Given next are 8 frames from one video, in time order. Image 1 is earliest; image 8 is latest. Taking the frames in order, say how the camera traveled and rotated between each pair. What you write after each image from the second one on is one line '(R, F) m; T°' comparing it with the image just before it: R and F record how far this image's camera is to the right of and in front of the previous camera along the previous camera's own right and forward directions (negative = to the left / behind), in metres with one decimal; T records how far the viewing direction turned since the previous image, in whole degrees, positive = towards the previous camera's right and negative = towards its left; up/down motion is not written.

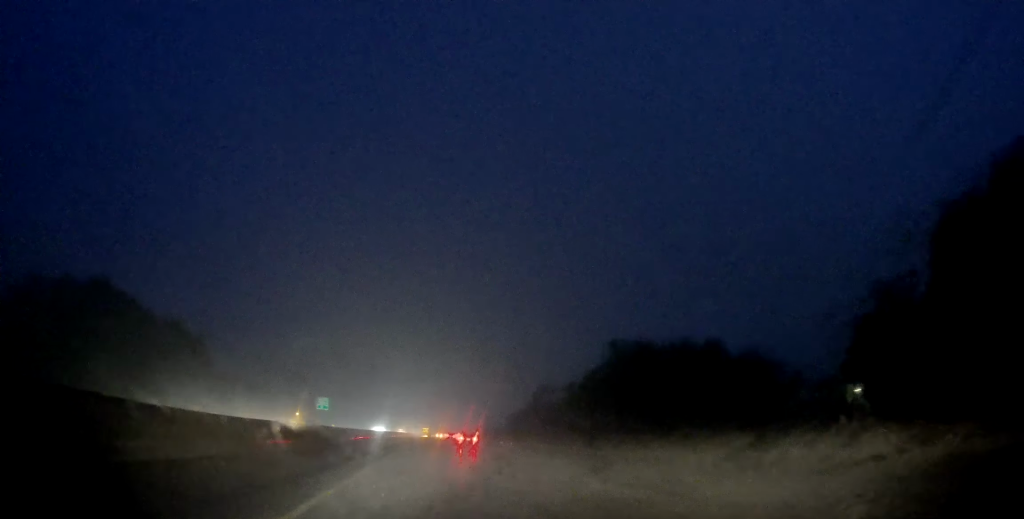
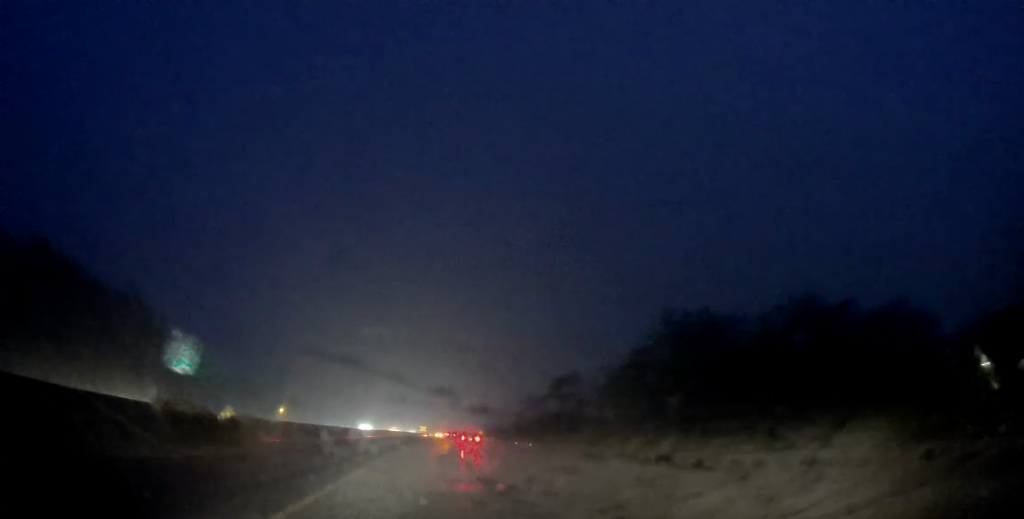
(0.0, +19.2) m; 0°
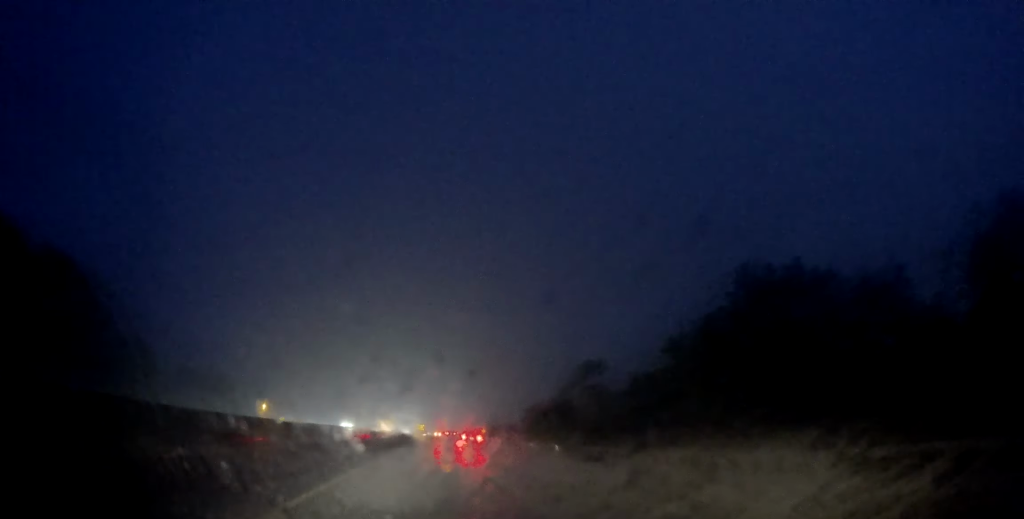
(0.0, +17.3) m; 0°
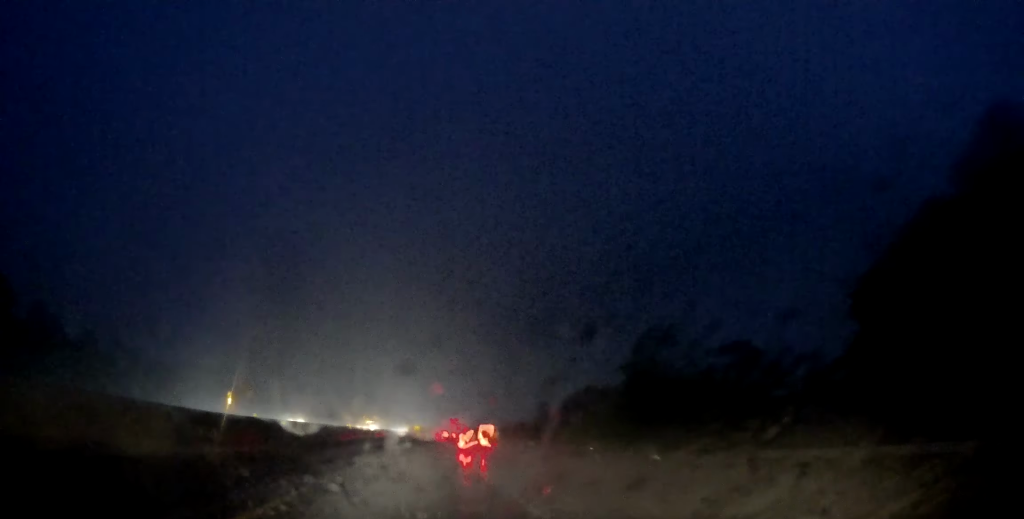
(0.0, +28.2) m; +1°
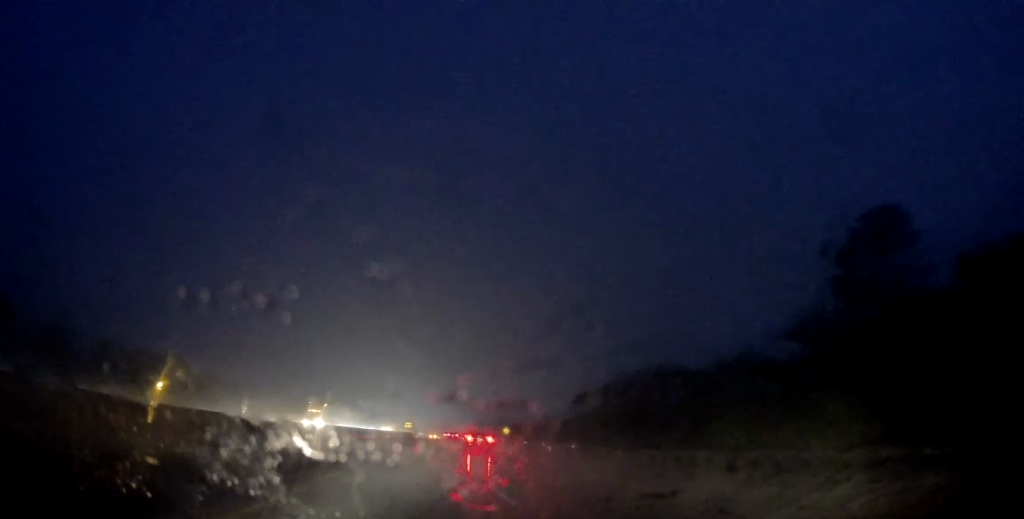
(+0.4, +37.4) m; 0°
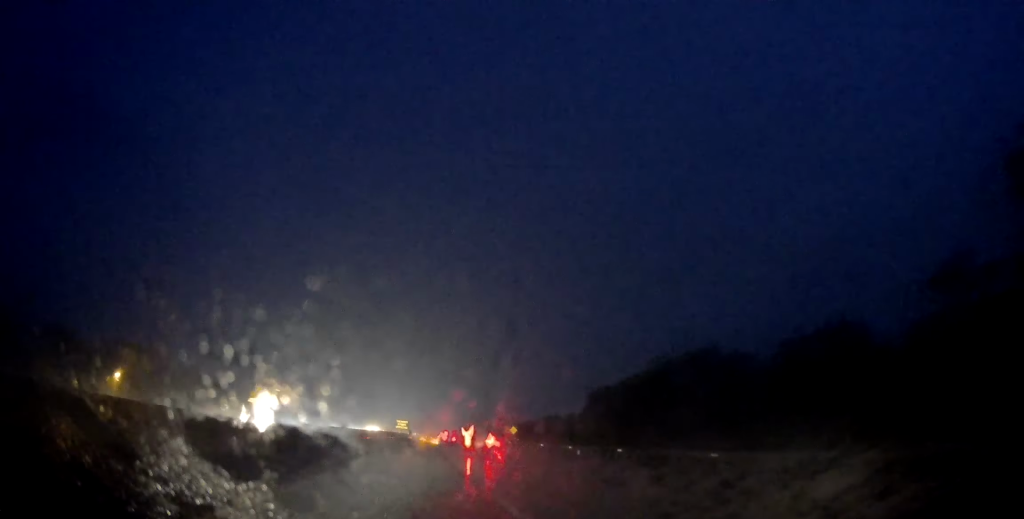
(0.0, +14.6) m; 0°
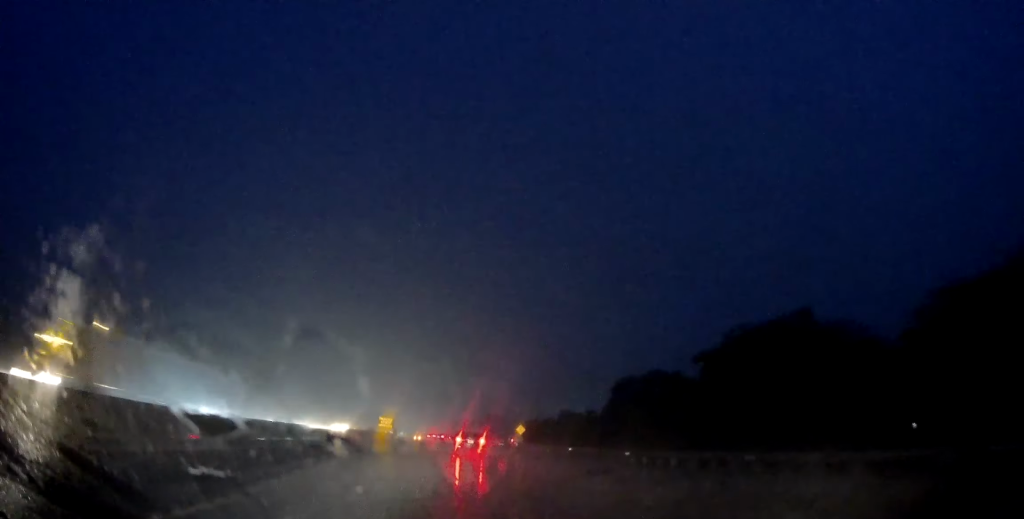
(0.0, +18.3) m; -1°
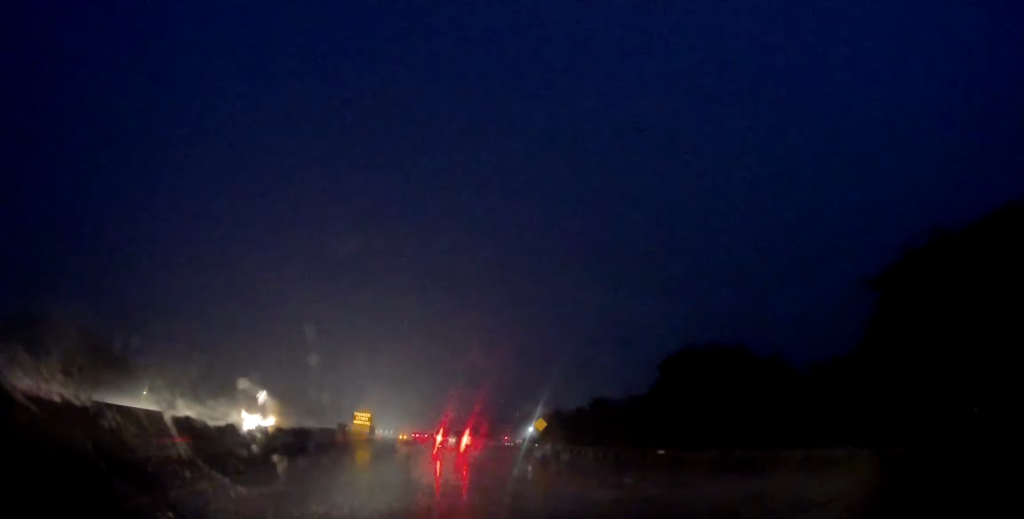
(-0.2, +21.9) m; +2°
